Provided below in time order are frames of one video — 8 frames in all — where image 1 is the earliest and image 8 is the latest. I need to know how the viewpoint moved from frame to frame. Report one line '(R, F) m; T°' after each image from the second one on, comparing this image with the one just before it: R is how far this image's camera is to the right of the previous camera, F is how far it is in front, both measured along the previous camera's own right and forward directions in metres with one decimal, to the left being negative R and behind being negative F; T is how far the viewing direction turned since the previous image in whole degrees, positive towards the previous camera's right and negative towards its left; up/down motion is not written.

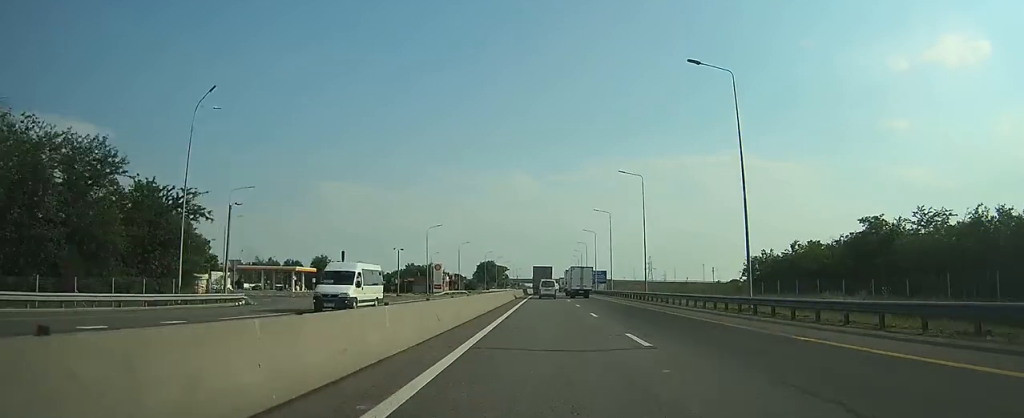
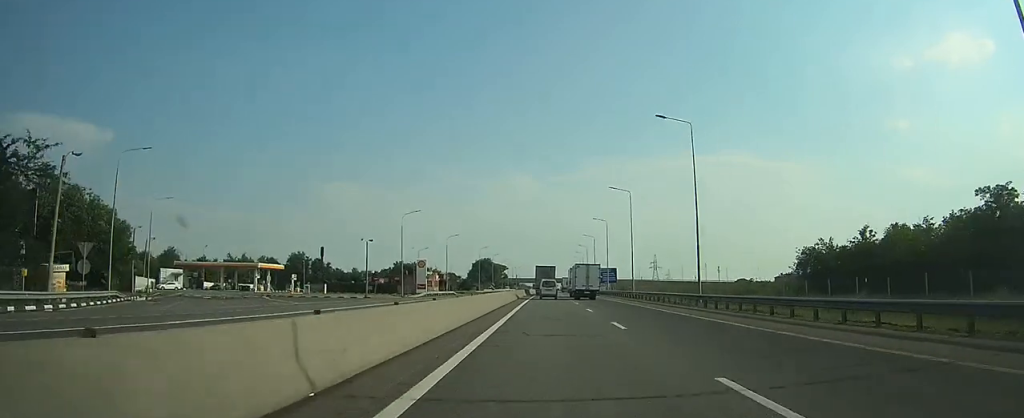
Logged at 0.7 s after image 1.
(0.0, +19.8) m; 0°
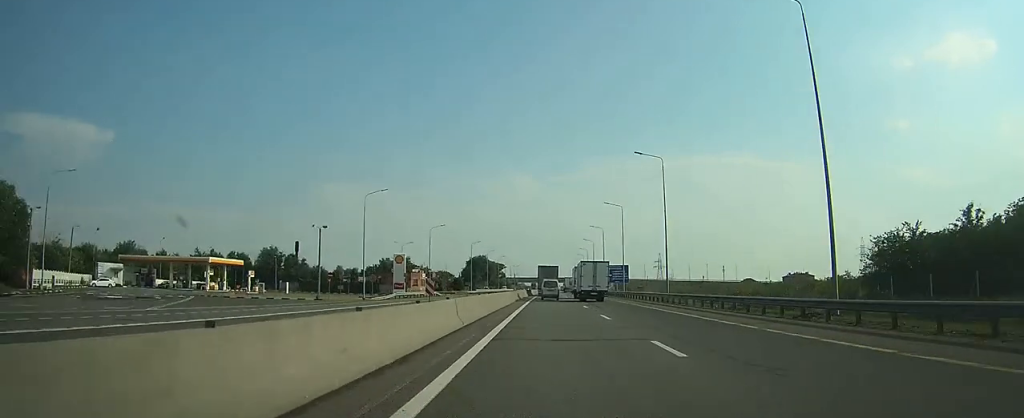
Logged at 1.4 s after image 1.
(0.0, +18.8) m; 0°
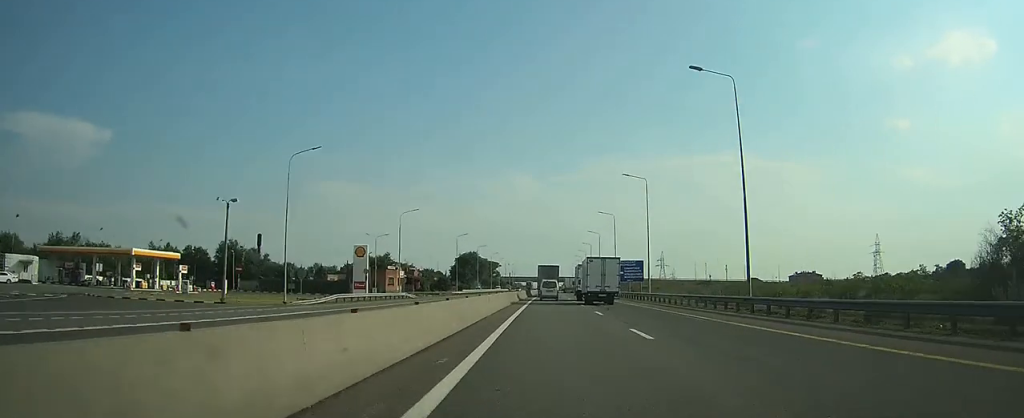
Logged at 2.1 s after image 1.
(0.0, +20.6) m; 0°
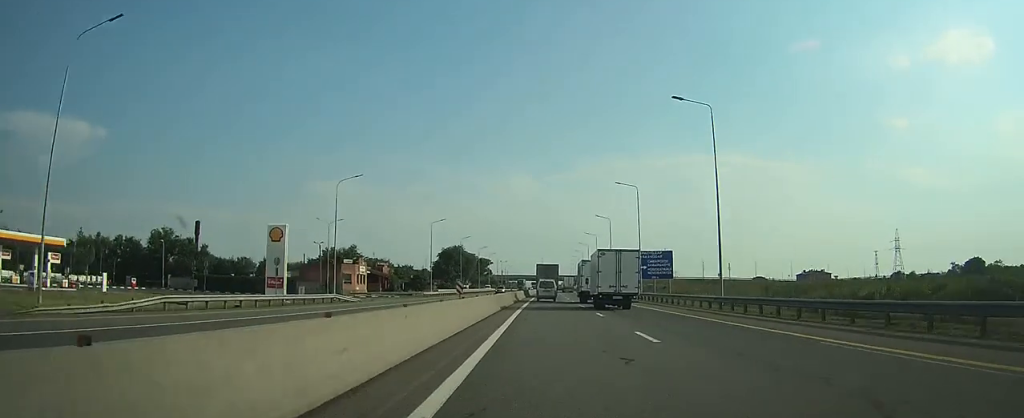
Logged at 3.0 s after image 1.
(0.0, +25.1) m; 0°
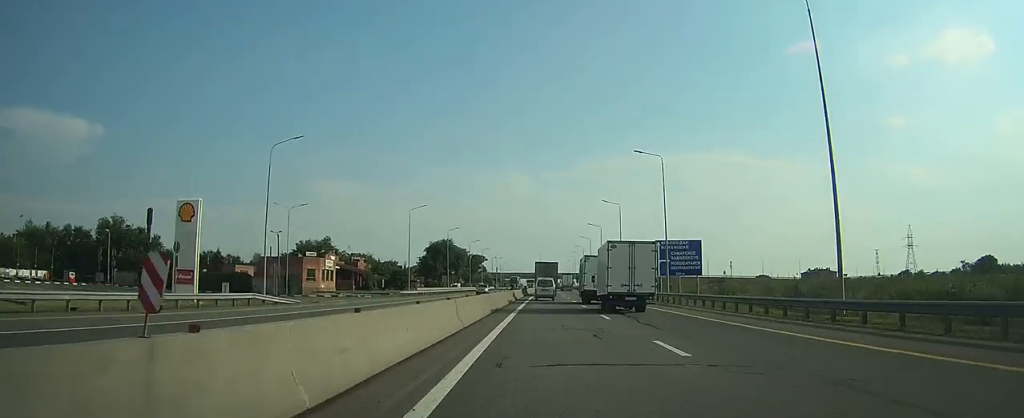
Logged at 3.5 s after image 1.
(0.0, +14.8) m; 0°
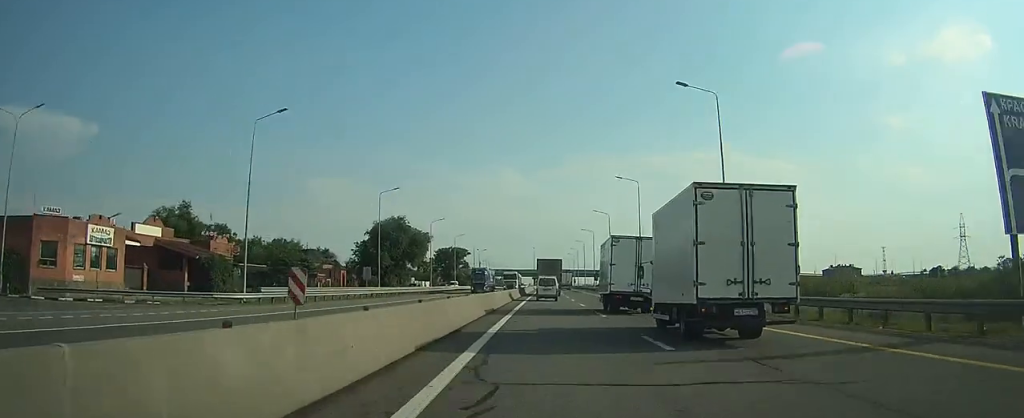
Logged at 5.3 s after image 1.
(+0.2, +47.4) m; +1°
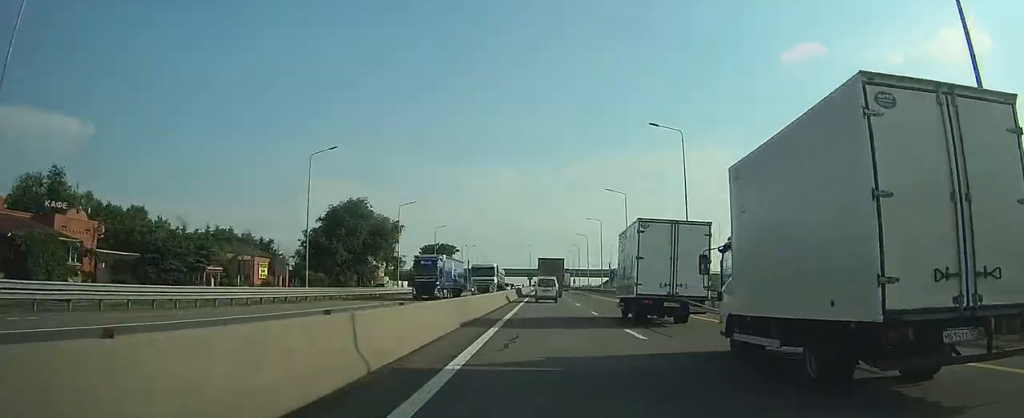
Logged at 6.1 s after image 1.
(+0.1, +21.5) m; 0°
